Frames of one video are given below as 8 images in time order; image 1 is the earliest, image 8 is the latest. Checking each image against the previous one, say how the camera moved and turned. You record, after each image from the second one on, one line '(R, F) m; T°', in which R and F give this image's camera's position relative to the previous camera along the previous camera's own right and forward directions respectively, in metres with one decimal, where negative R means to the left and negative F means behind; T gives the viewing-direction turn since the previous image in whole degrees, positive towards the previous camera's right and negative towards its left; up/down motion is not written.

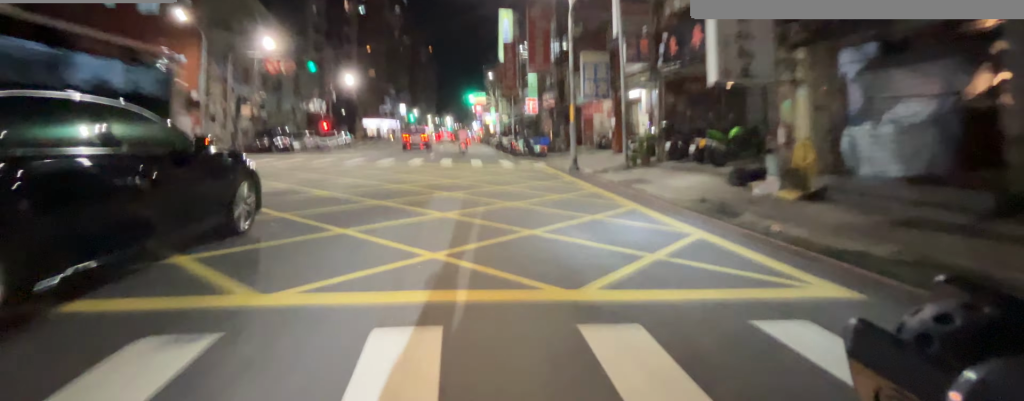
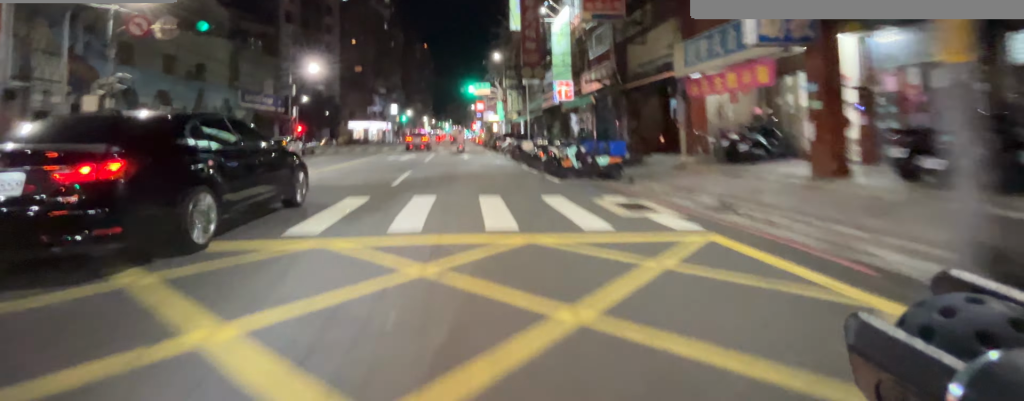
(-0.1, +11.1) m; -1°
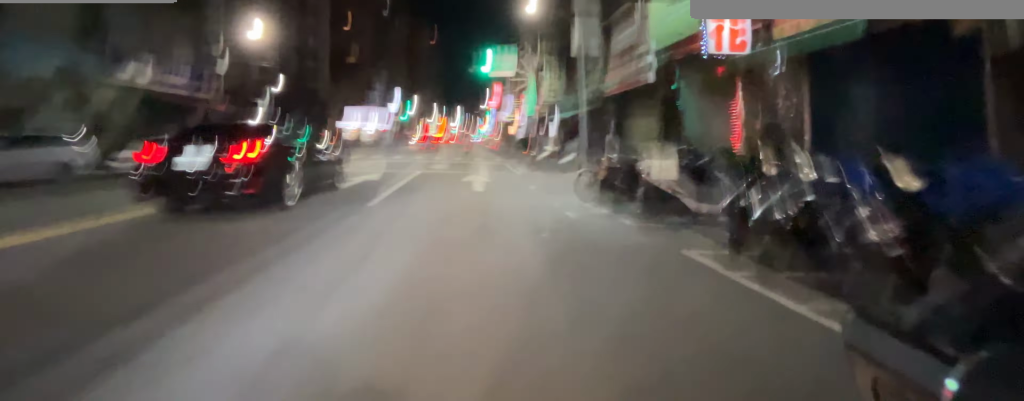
(0.0, +13.0) m; 0°
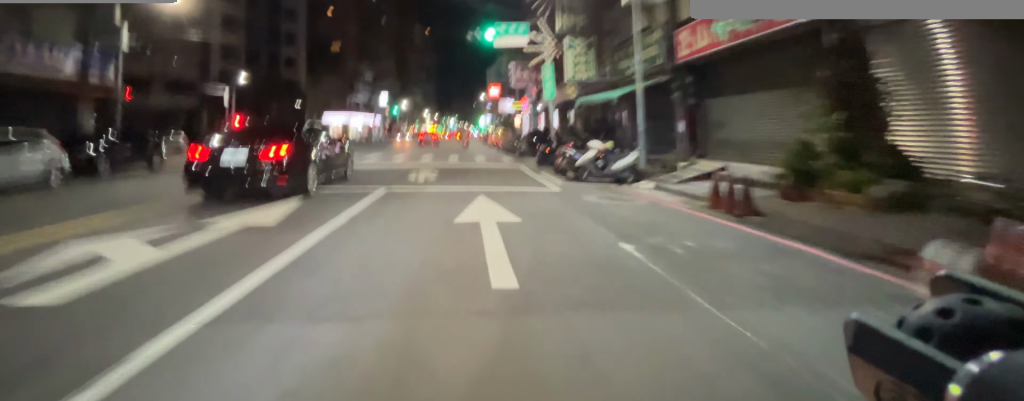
(0.0, +6.9) m; 0°
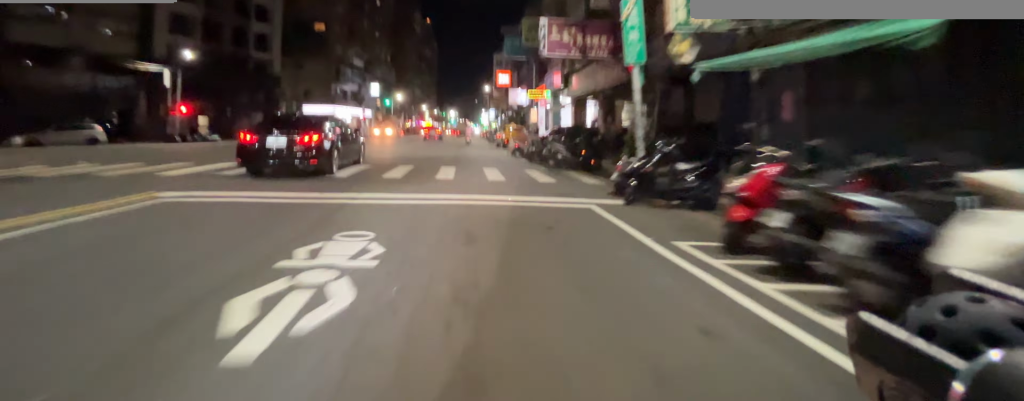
(0.0, +9.0) m; 0°
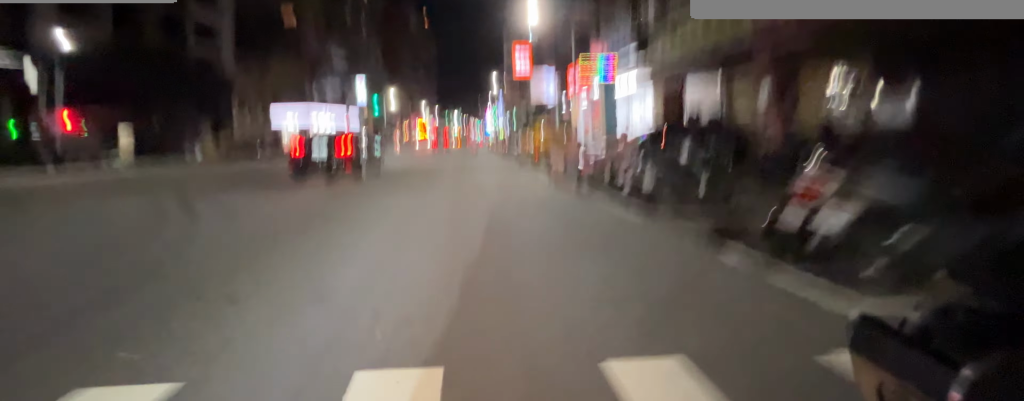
(0.0, +11.2) m; 0°
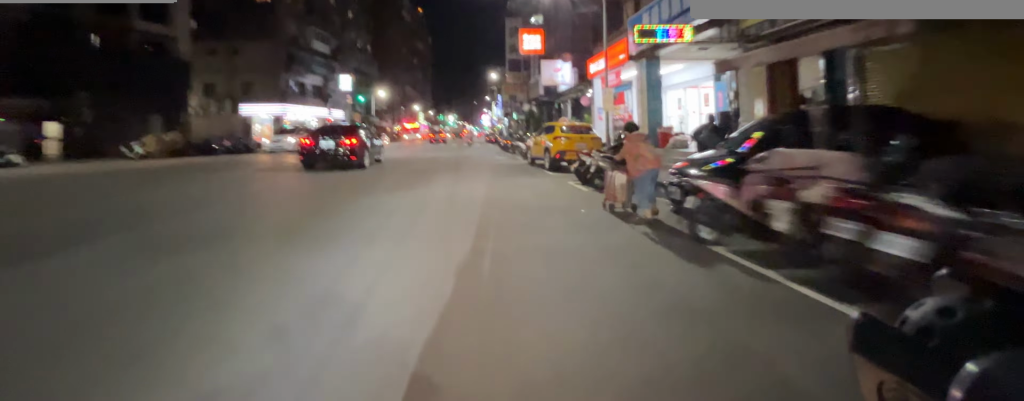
(0.0, +5.4) m; 0°
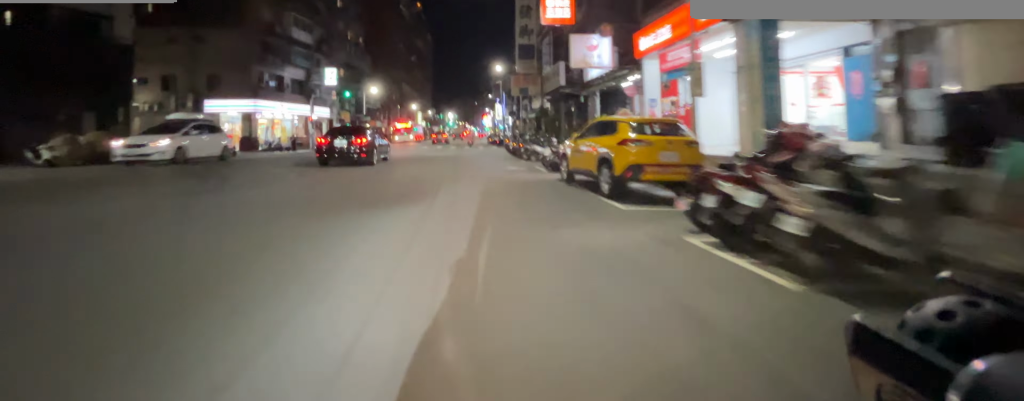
(0.0, +6.1) m; +1°
